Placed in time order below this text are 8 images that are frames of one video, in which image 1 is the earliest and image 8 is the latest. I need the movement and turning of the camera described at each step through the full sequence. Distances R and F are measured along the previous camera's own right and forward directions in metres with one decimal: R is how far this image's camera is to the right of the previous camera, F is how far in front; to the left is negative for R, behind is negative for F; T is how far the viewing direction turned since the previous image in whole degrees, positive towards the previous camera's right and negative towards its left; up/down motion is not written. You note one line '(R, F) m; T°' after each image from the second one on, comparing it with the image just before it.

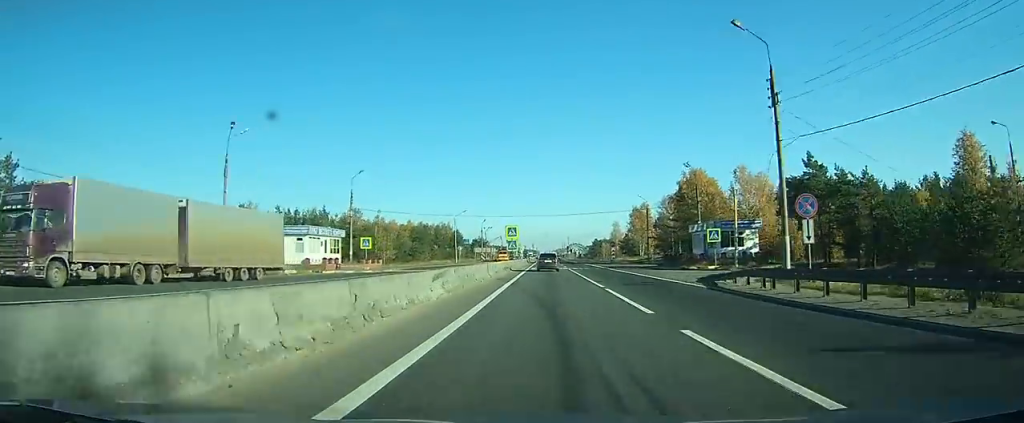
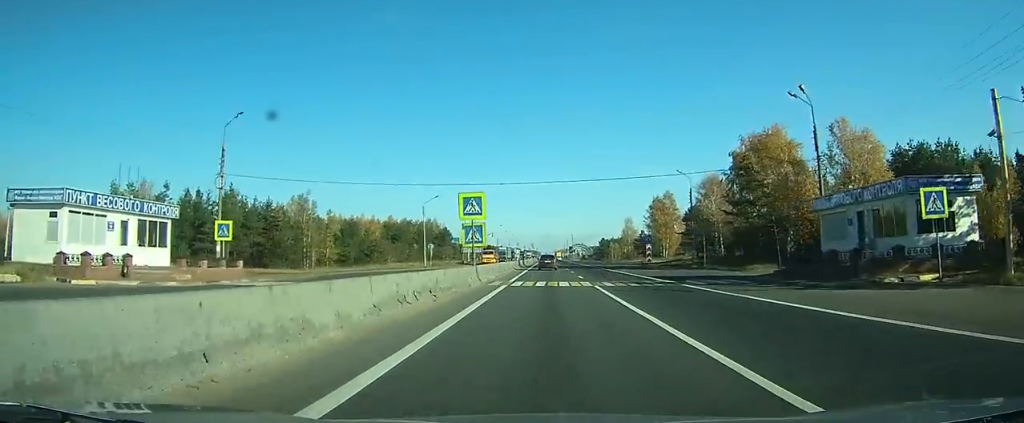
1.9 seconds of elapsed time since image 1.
(0.0, +29.4) m; 0°
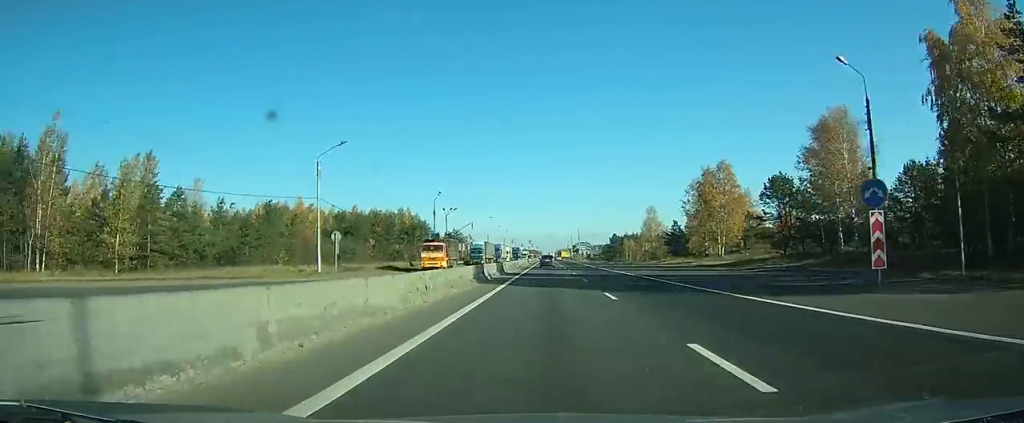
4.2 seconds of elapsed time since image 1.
(0.0, +42.0) m; 0°
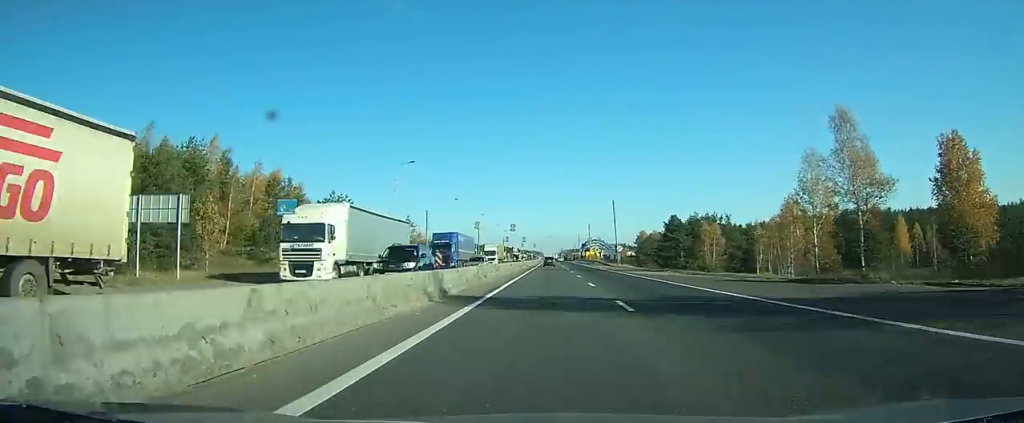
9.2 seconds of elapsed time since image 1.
(-0.4, +101.8) m; -1°
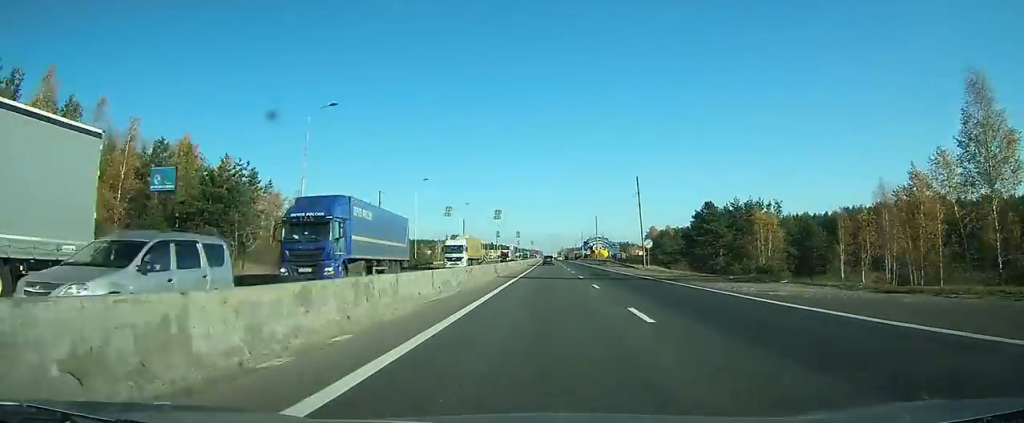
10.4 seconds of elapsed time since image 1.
(+0.1, +25.4) m; 0°
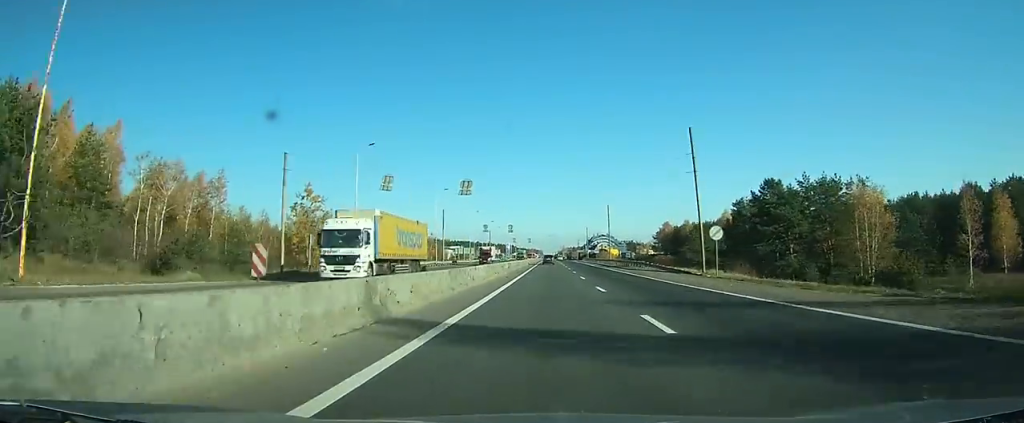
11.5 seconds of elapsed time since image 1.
(0.0, +24.9) m; 0°
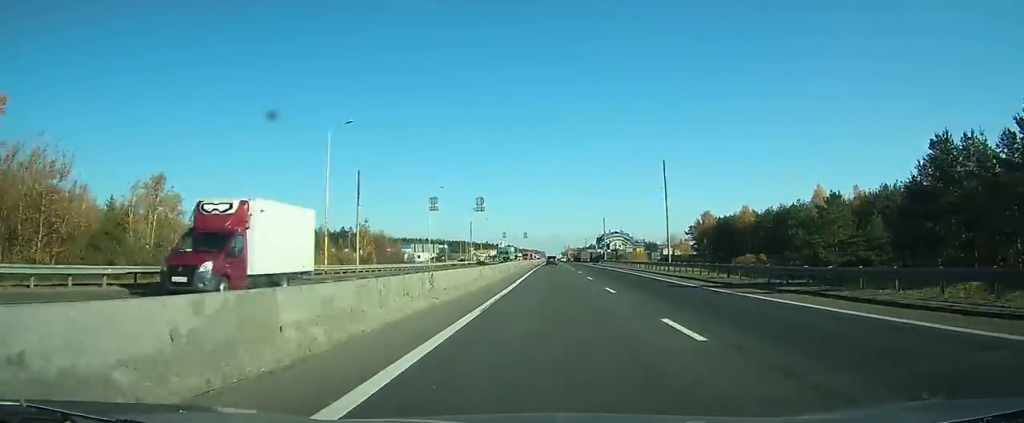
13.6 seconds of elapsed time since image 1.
(-0.1, +48.7) m; 0°
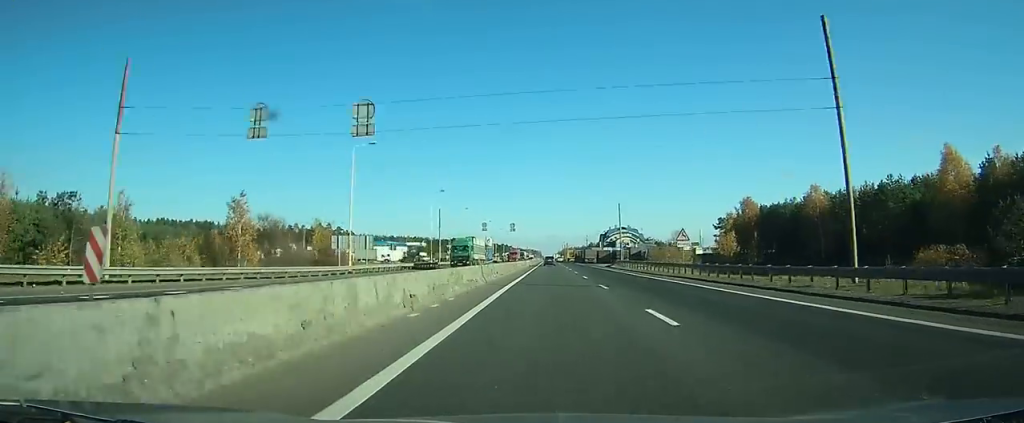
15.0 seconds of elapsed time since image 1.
(-0.1, +35.4) m; 0°
